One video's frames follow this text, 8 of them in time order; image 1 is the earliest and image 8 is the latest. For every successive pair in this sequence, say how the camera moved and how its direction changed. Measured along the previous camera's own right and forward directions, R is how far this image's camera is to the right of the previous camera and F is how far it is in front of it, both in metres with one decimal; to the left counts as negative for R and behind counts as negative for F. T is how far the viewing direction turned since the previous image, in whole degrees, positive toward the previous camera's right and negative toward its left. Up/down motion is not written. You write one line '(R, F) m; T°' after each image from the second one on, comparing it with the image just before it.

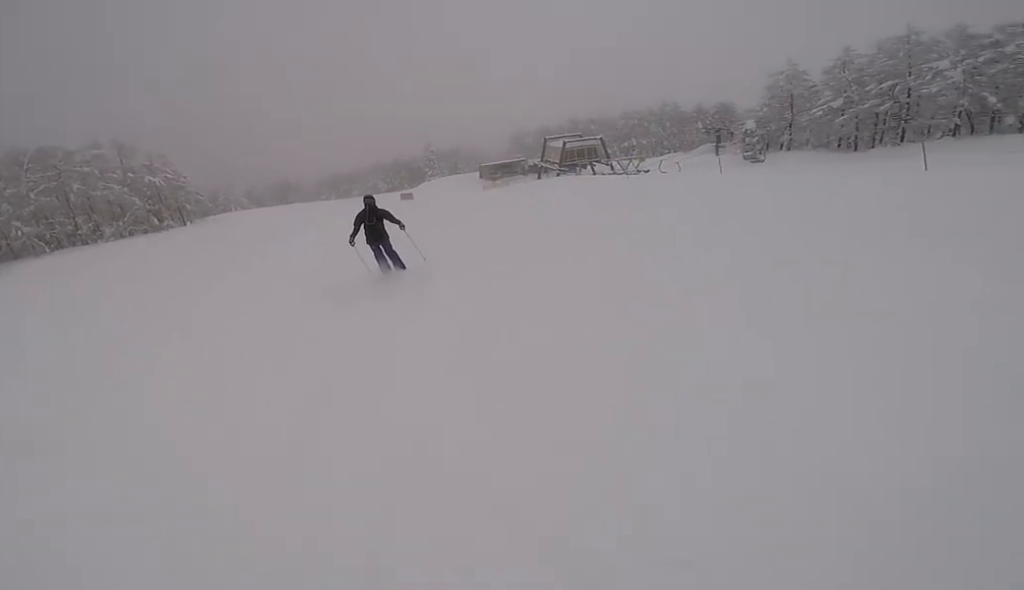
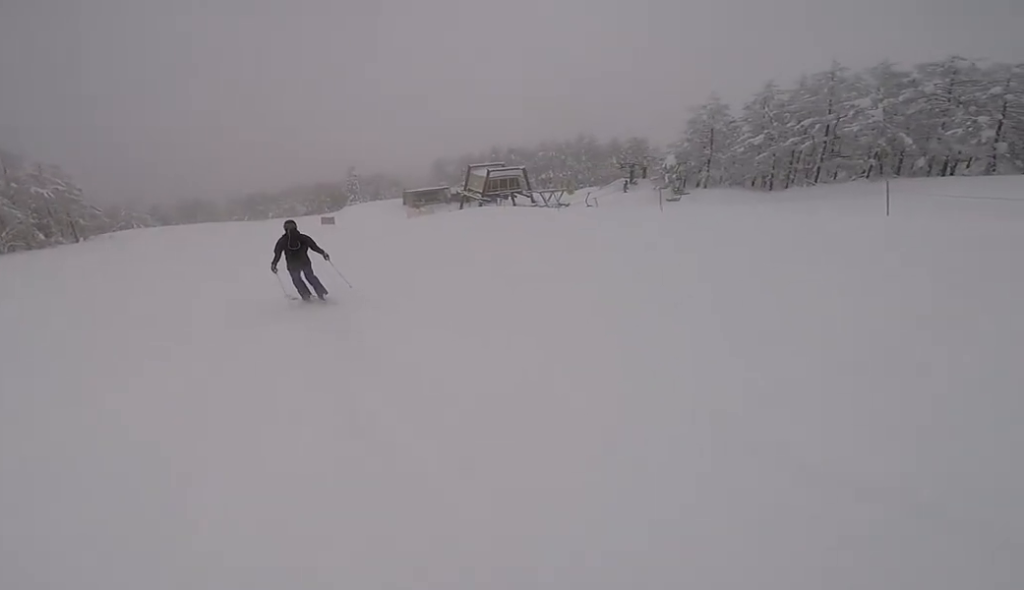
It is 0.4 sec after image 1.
(+0.2, +3.0) m; +2°
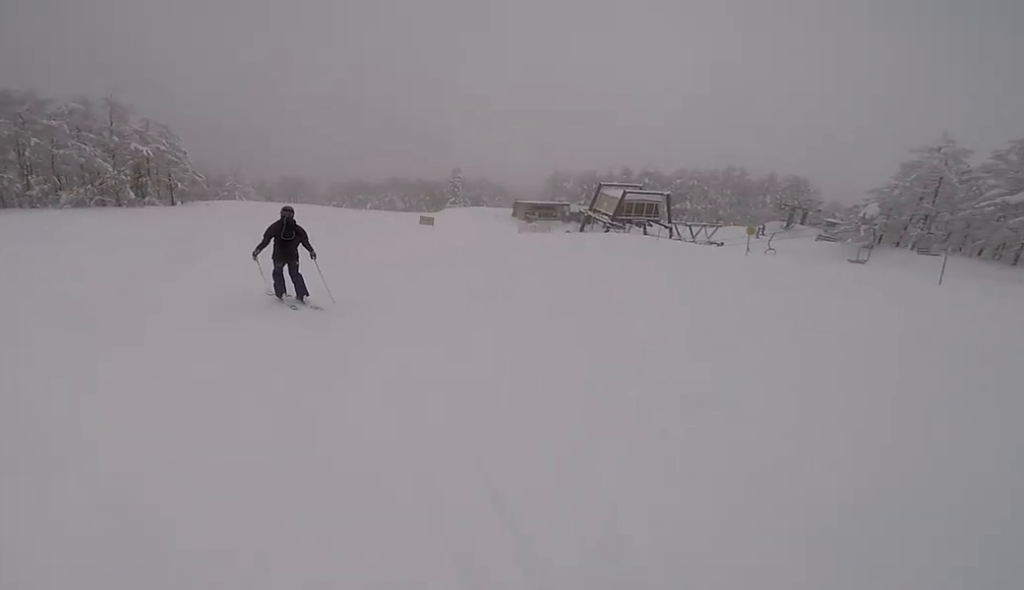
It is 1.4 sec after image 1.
(-0.1, +7.1) m; -11°
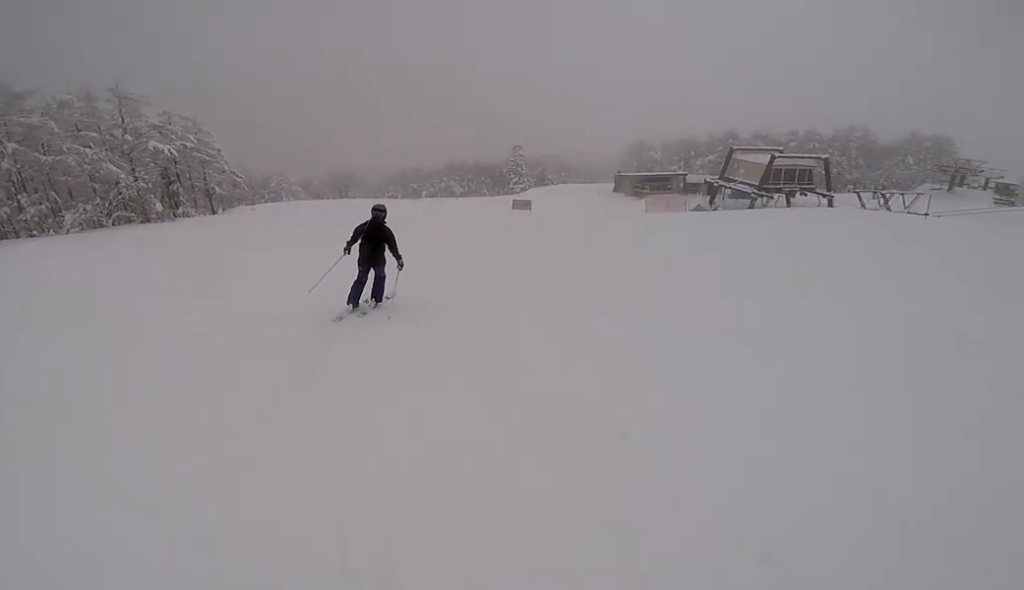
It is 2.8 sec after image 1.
(-2.0, +11.1) m; -4°
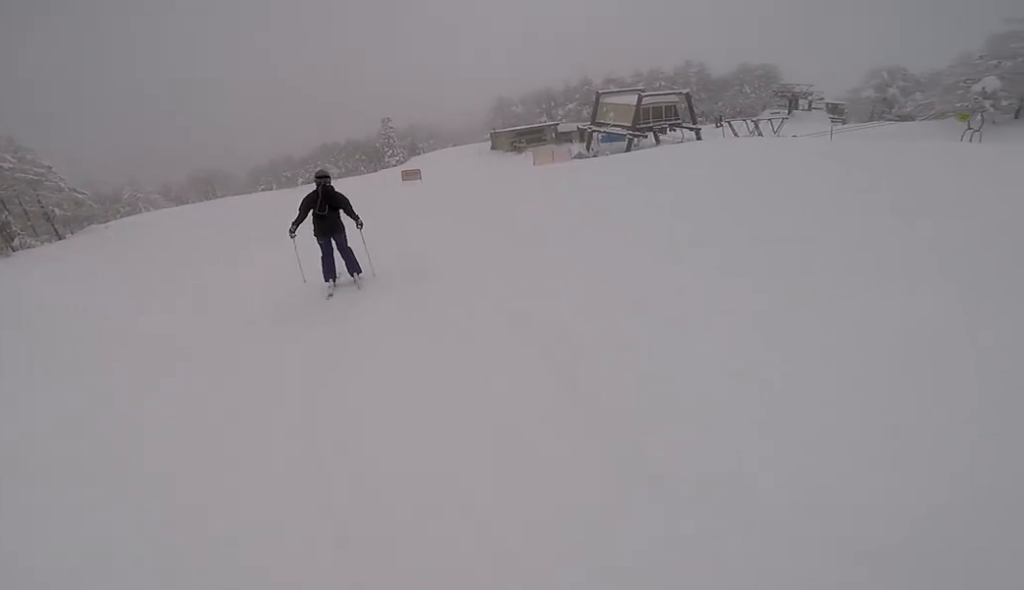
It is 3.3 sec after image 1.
(-0.3, +3.8) m; +6°
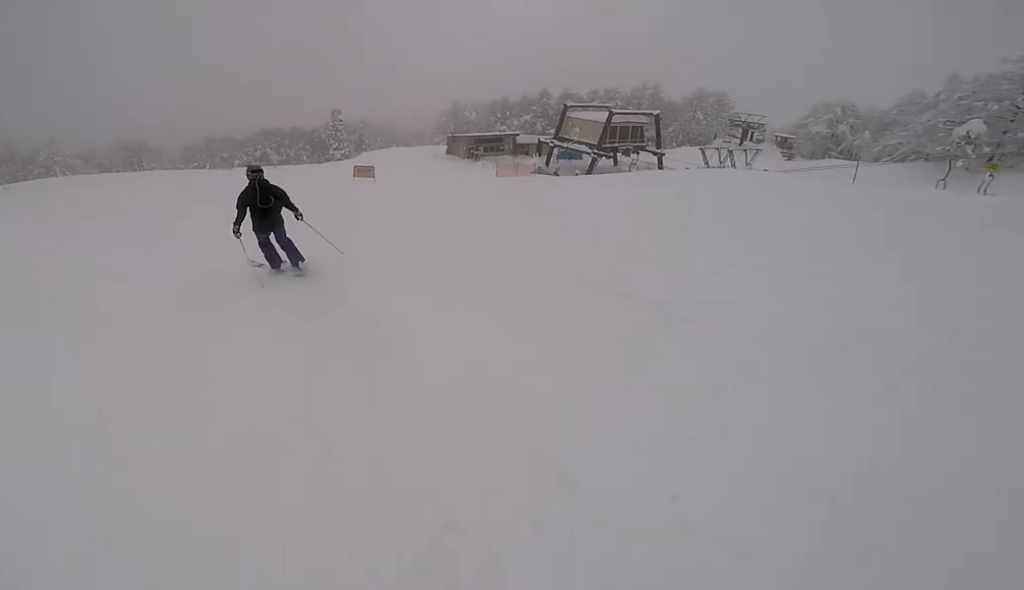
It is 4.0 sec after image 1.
(+0.9, +4.7) m; +7°
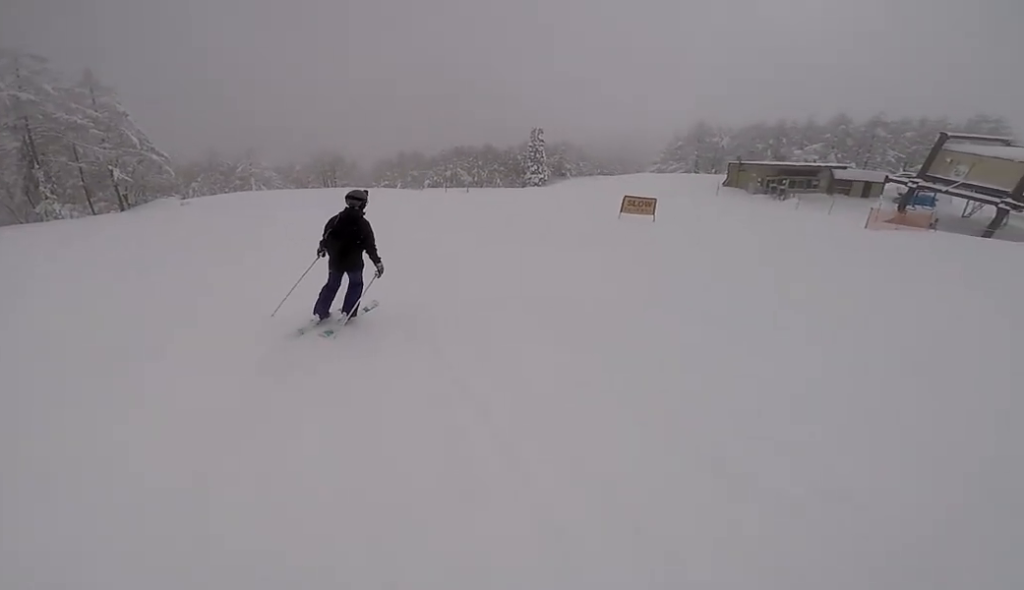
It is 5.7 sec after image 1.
(+0.9, +12.3) m; +4°
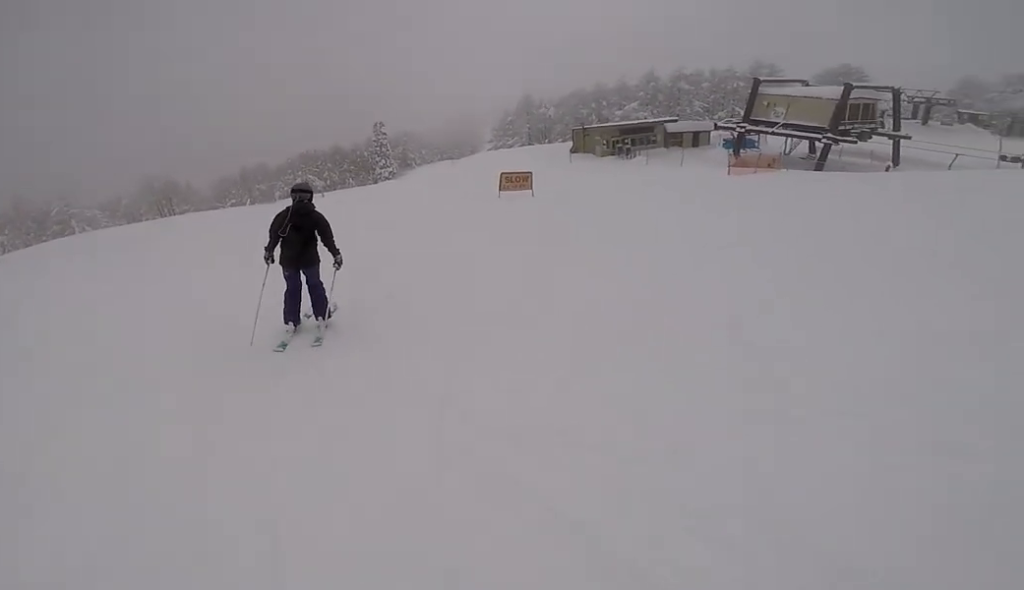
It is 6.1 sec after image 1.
(0.0, +3.4) m; 0°
